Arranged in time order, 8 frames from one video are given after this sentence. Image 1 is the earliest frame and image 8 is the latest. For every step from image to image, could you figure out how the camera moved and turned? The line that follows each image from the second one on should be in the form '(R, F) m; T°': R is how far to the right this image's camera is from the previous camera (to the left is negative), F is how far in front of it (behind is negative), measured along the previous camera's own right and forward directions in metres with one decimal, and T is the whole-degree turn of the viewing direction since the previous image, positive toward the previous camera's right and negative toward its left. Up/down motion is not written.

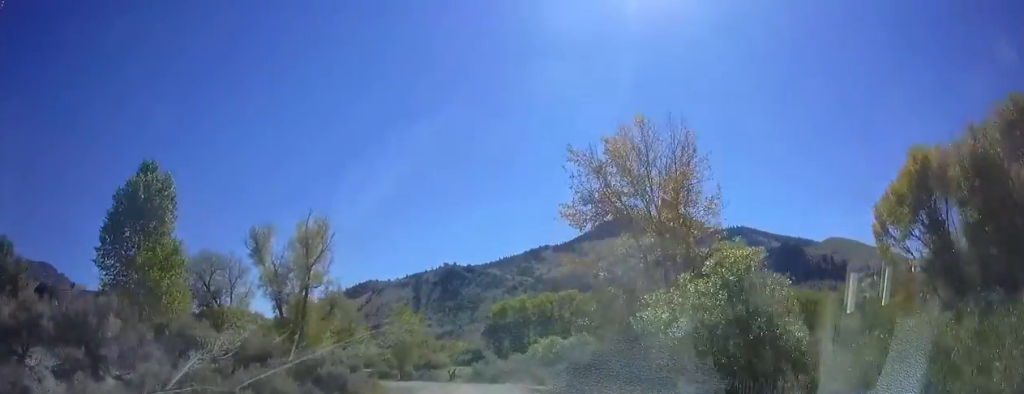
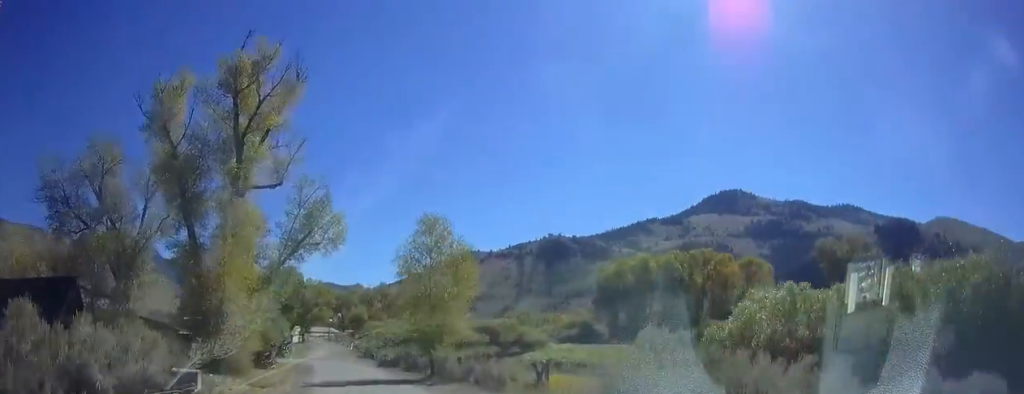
(-7.2, +41.1) m; -19°
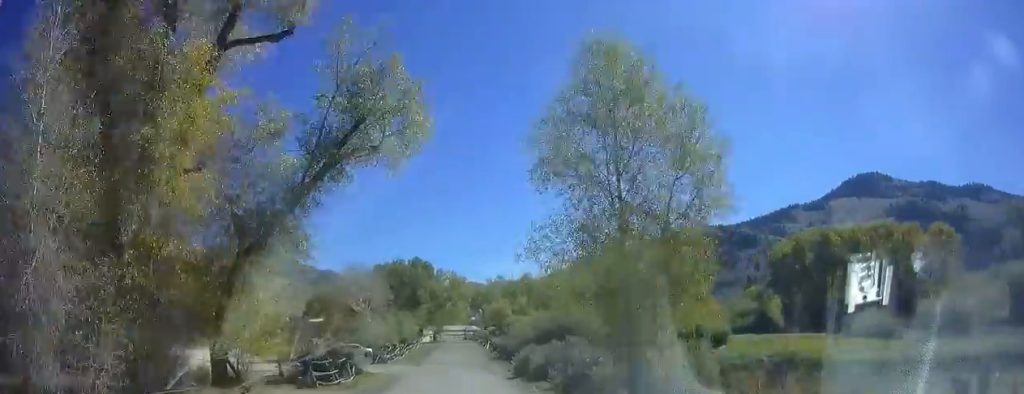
(-1.3, +17.4) m; -8°
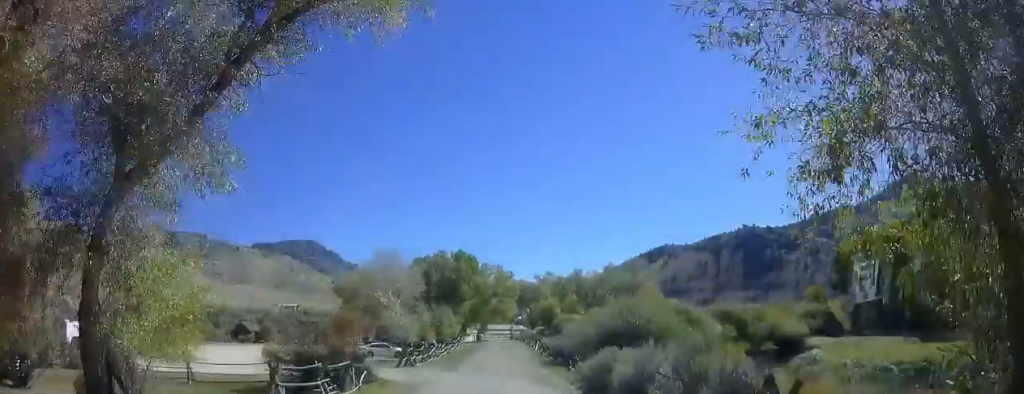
(-0.2, +5.1) m; -4°
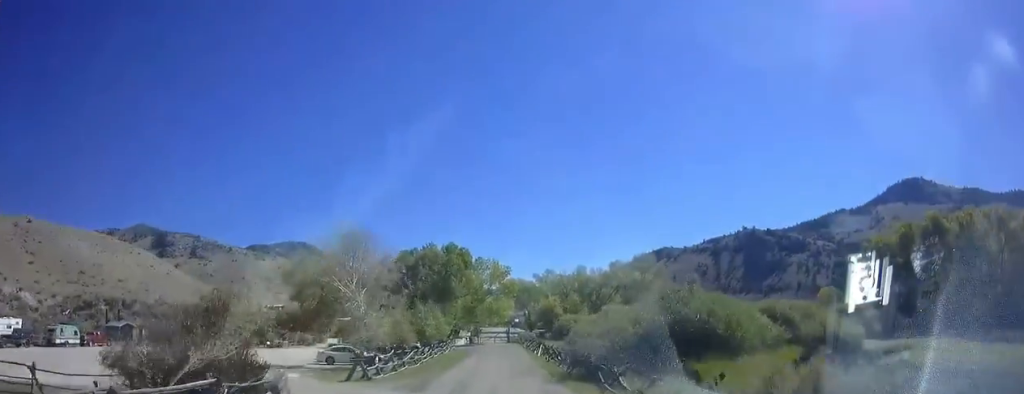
(-0.2, +7.7) m; -14°
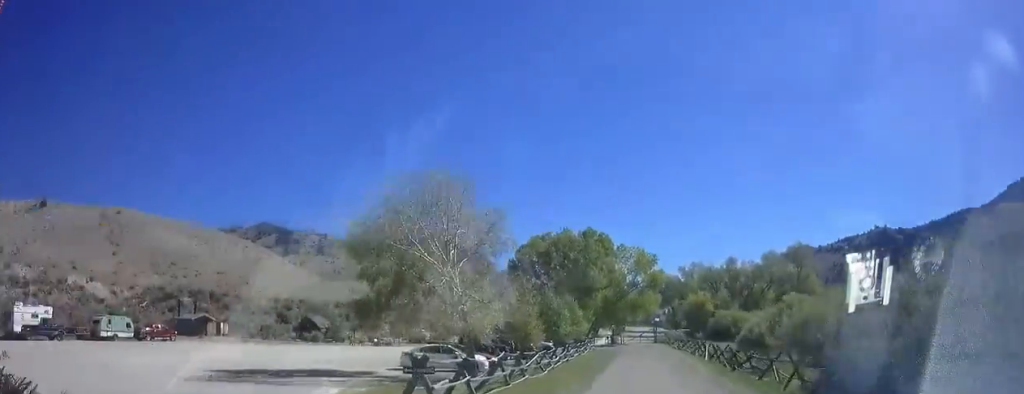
(-1.2, +8.3) m; -20°
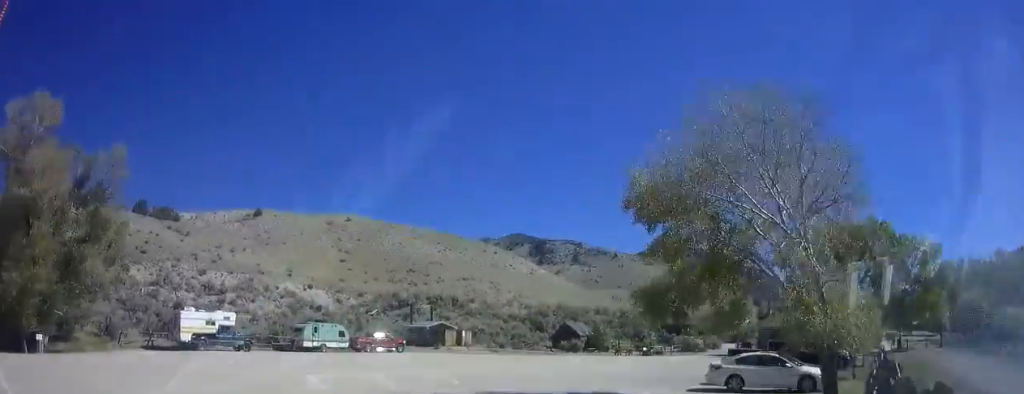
(-1.2, +6.8) m; -18°
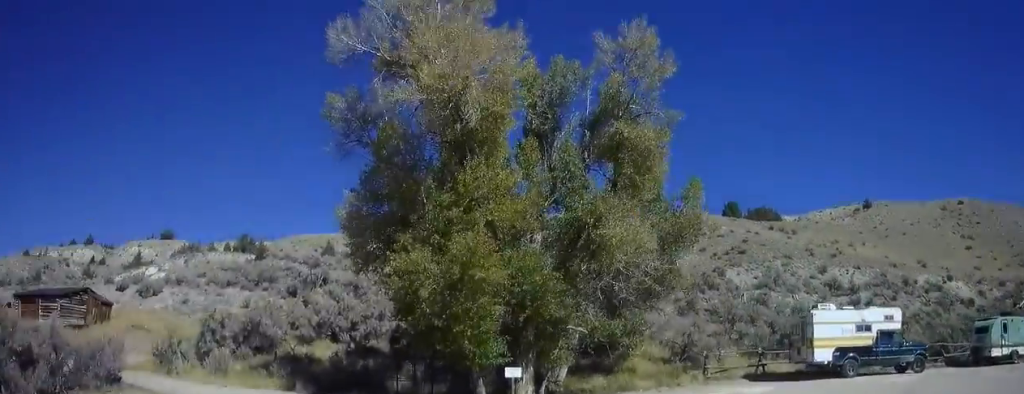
(-2.9, +11.8) m; -20°
